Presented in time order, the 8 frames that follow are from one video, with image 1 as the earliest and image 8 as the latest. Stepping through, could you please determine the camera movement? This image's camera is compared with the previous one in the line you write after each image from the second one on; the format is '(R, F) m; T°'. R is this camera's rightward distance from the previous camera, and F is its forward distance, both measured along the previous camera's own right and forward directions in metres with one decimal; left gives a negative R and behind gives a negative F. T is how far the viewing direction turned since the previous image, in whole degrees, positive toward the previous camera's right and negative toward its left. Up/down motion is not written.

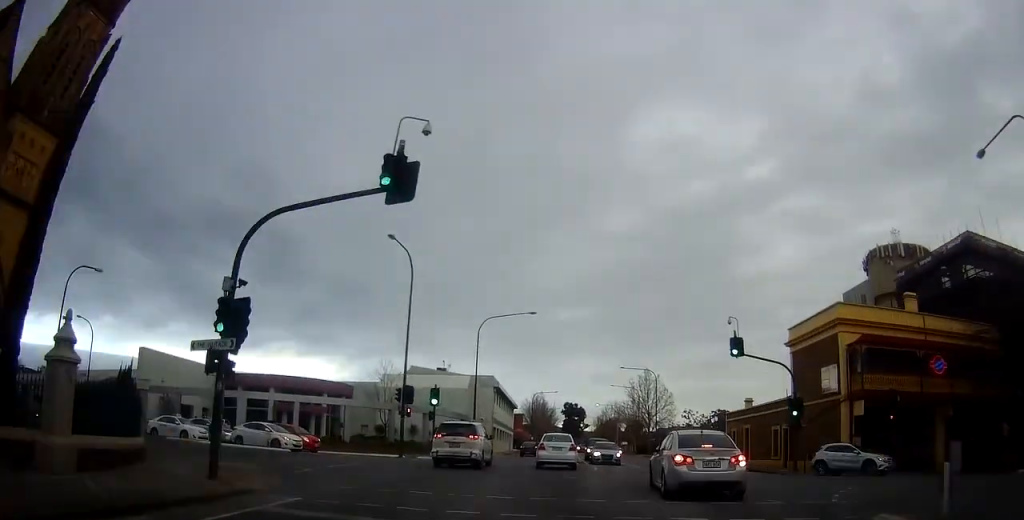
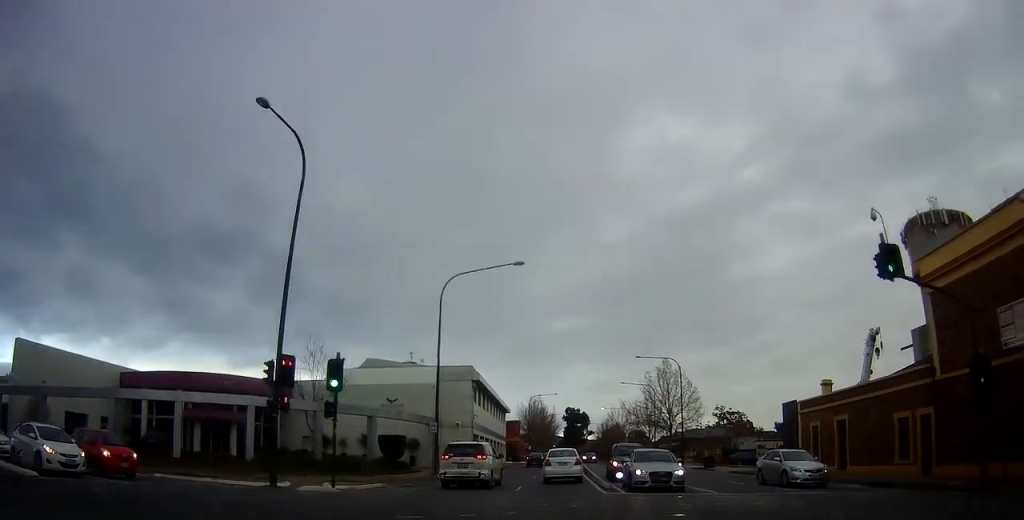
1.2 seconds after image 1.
(-0.7, +17.0) m; -2°
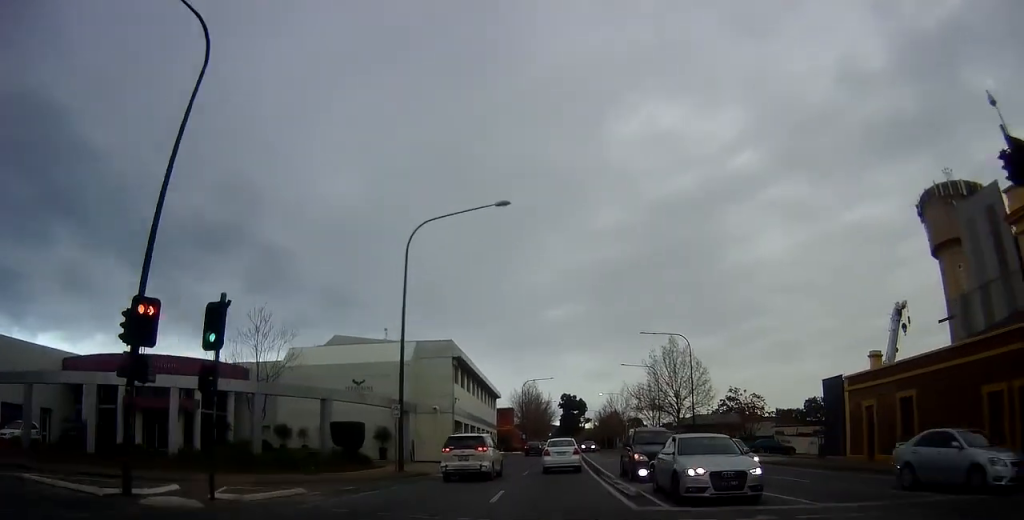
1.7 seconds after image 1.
(-0.4, +7.4) m; +1°
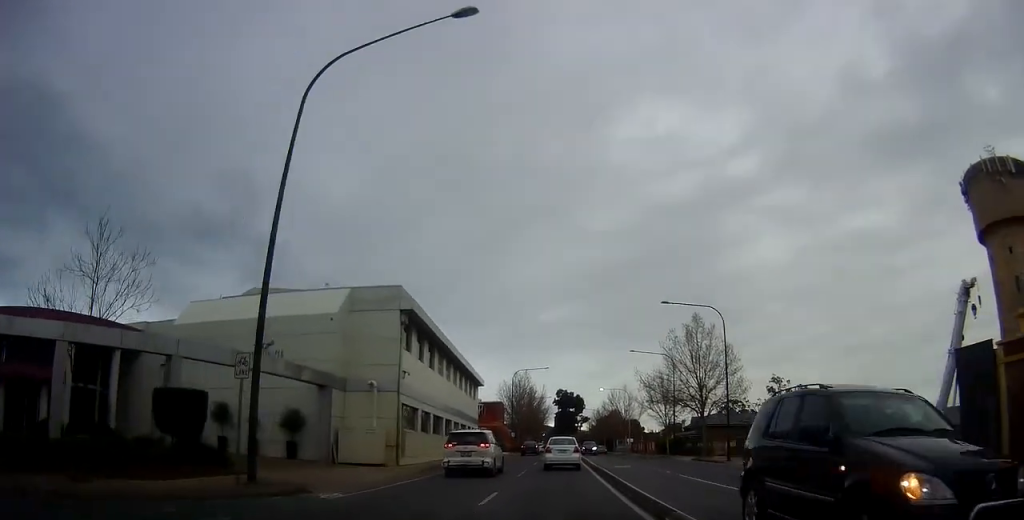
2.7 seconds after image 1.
(+0.9, +13.6) m; +2°
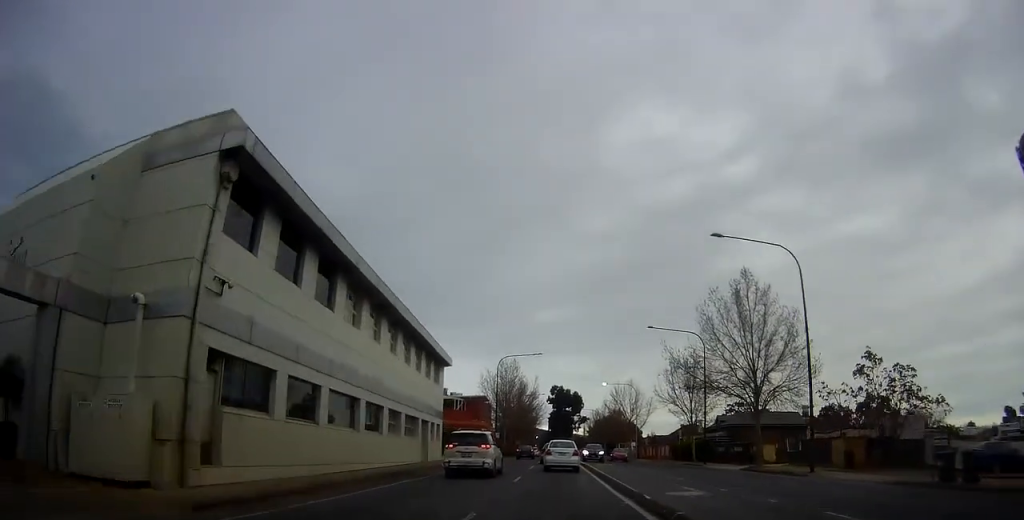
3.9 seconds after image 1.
(-0.3, +16.5) m; 0°
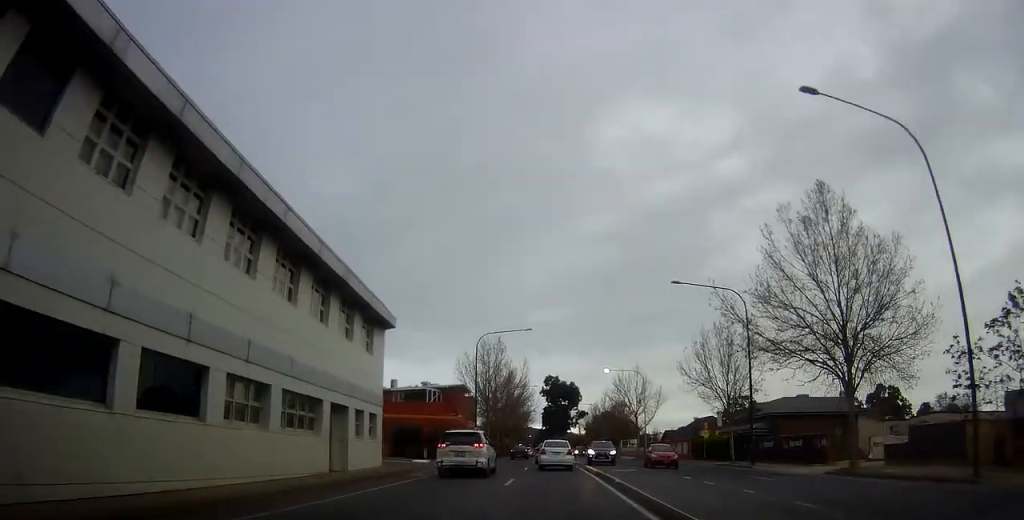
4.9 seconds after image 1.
(+0.2, +14.0) m; -1°
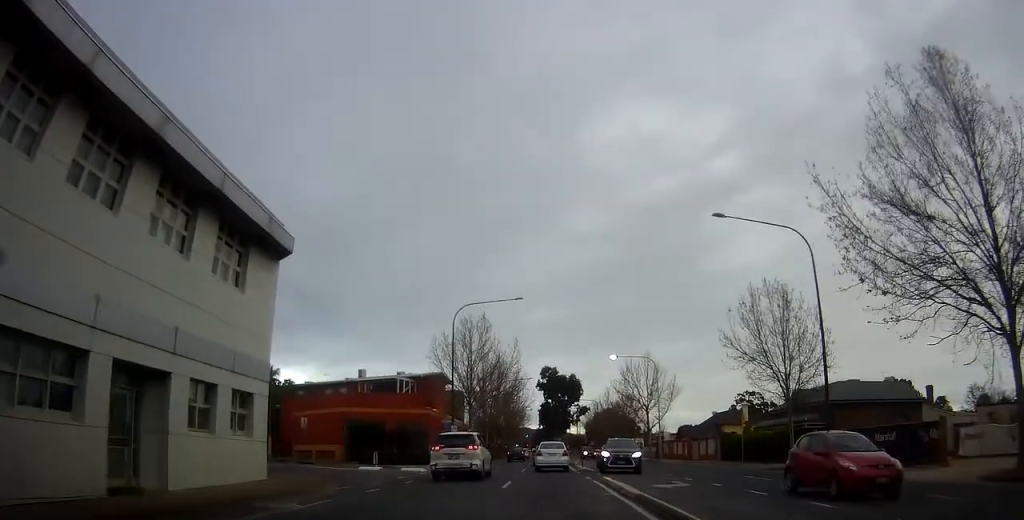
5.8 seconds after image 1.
(-0.7, +11.9) m; 0°
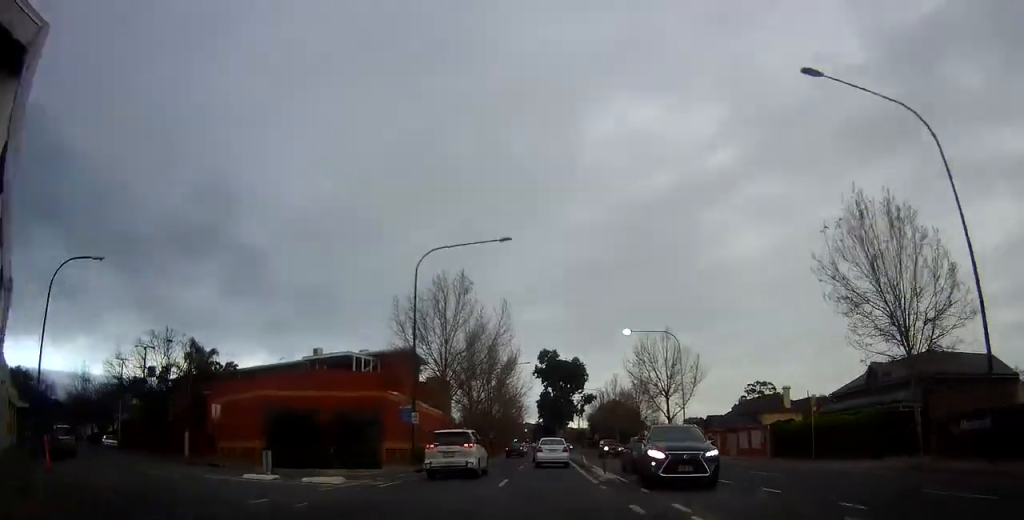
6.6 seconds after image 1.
(+0.8, +12.6) m; +3°
